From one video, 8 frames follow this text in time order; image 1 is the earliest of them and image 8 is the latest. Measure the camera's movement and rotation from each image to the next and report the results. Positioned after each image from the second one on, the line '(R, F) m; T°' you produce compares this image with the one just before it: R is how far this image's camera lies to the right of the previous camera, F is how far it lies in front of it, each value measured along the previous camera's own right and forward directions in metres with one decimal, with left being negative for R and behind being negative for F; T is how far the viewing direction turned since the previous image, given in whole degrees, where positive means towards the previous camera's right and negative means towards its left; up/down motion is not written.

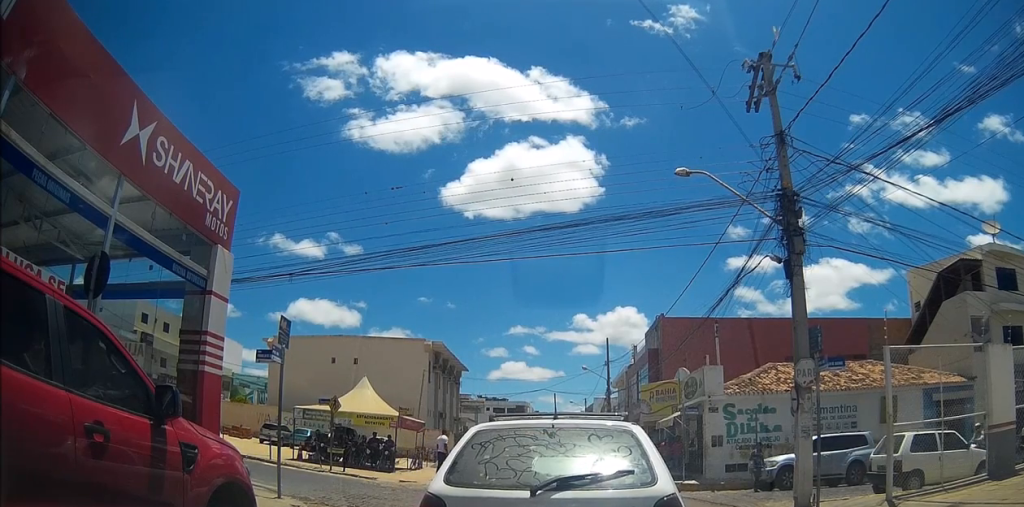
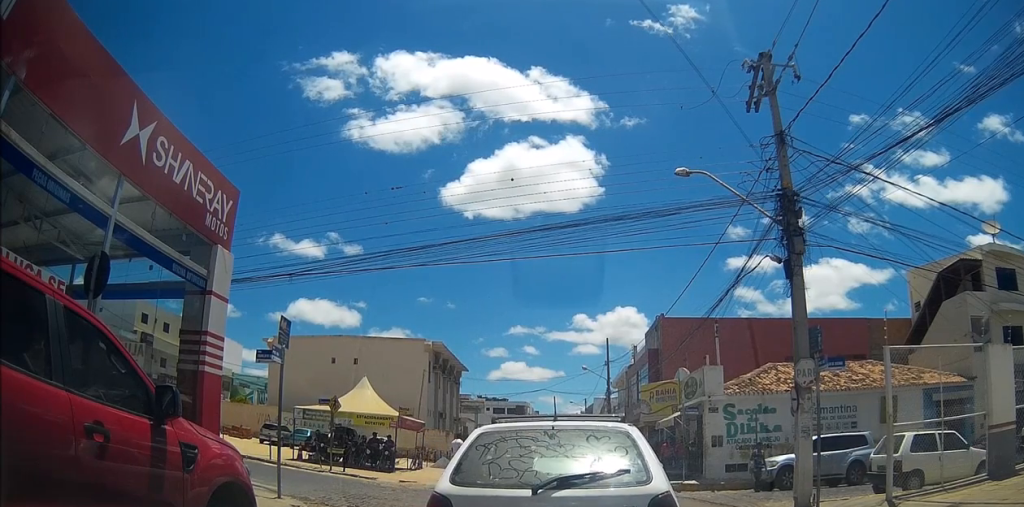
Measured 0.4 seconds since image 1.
(0.0, 0.0) m; 0°
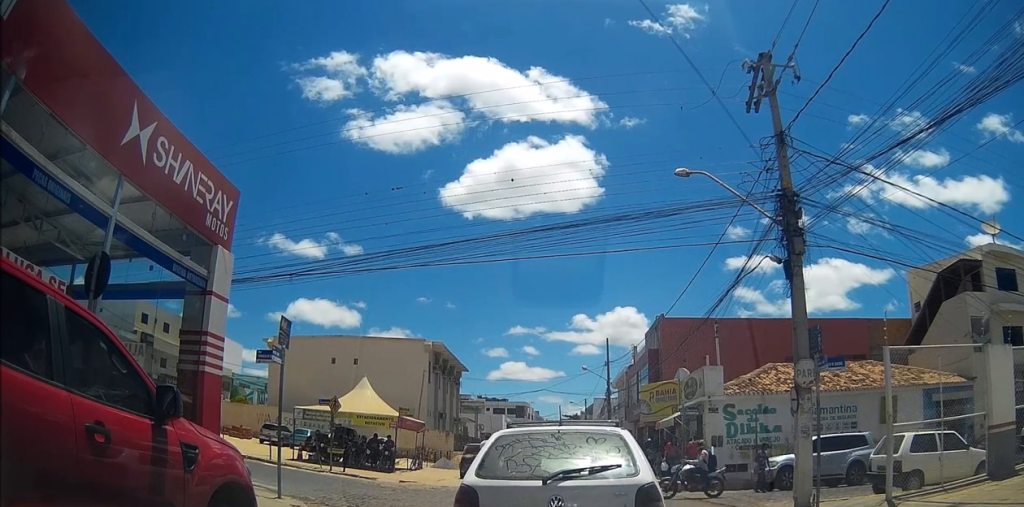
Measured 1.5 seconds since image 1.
(0.0, 0.0) m; 0°
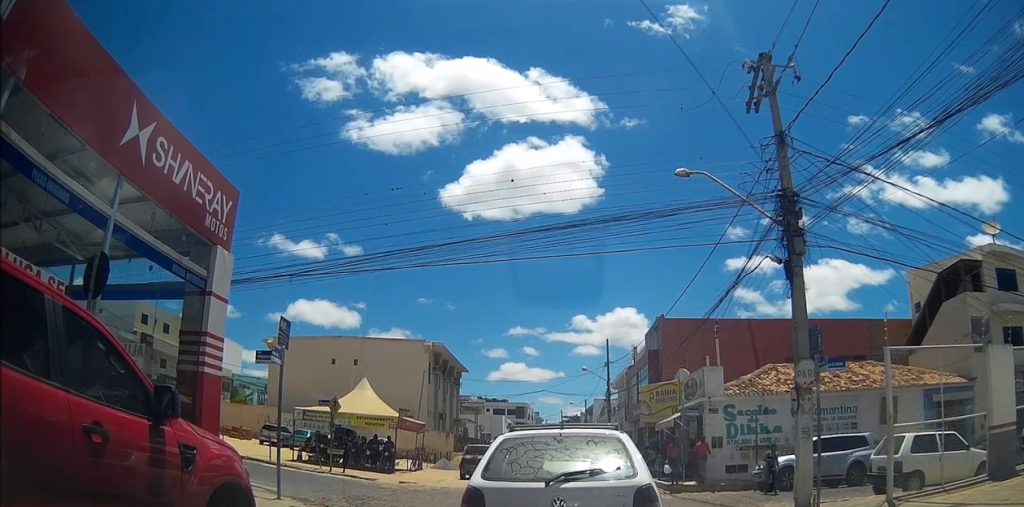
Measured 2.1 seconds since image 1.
(0.0, 0.0) m; 0°
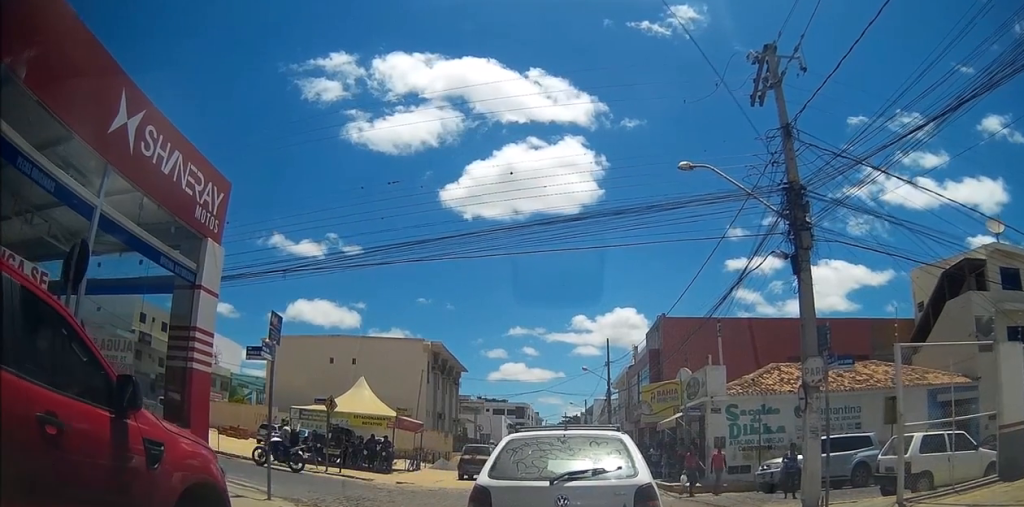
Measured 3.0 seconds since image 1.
(0.0, 0.0) m; 0°
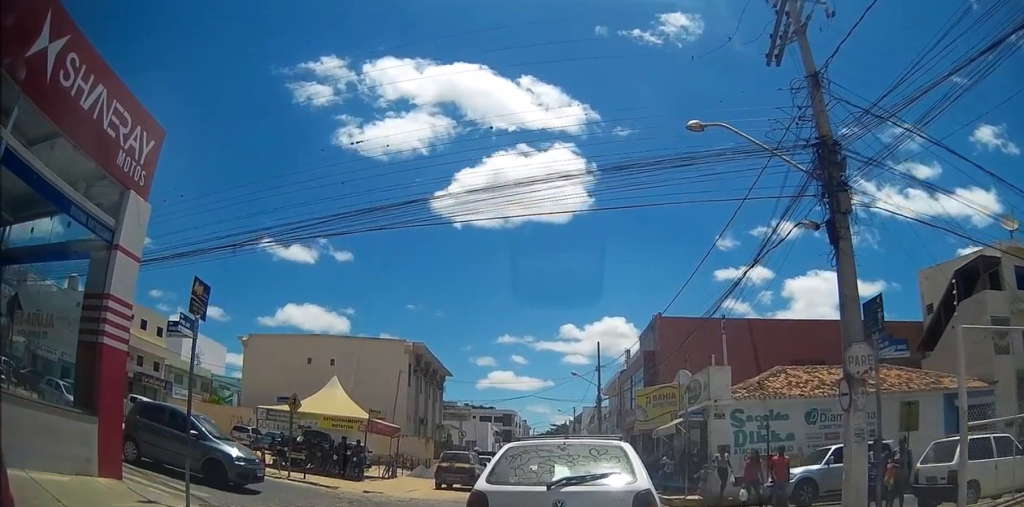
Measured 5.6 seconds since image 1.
(0.0, +1.4) m; 0°
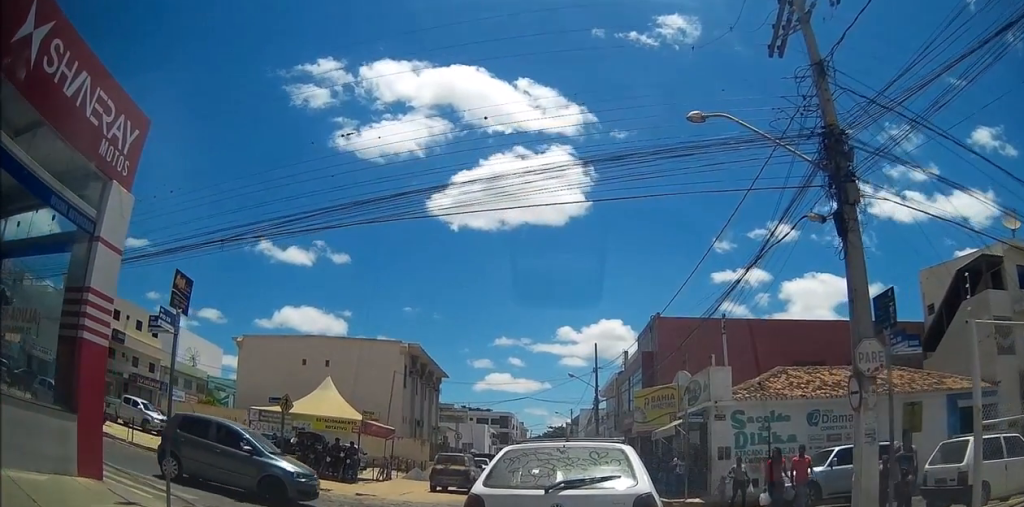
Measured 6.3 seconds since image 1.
(0.0, +0.5) m; 0°
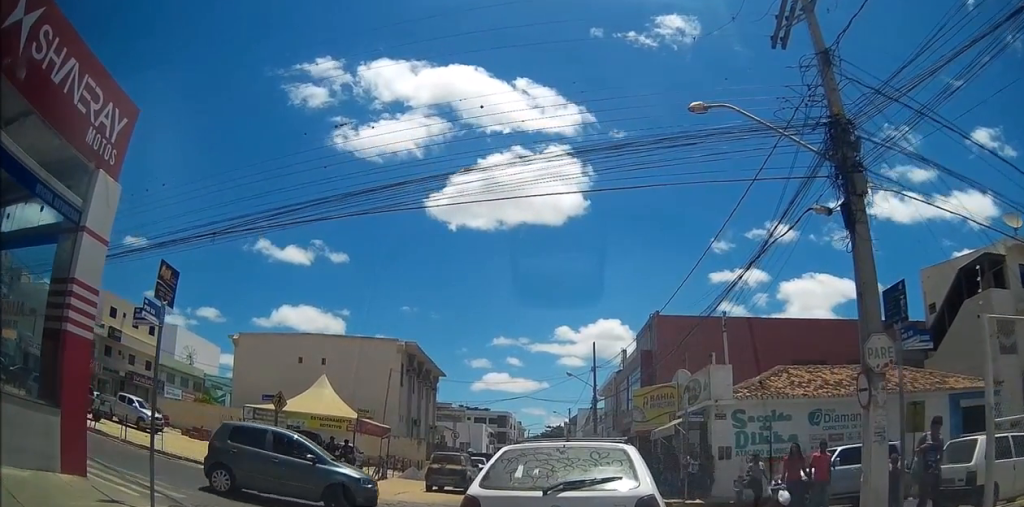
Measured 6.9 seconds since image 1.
(-0.1, +0.5) m; 0°
